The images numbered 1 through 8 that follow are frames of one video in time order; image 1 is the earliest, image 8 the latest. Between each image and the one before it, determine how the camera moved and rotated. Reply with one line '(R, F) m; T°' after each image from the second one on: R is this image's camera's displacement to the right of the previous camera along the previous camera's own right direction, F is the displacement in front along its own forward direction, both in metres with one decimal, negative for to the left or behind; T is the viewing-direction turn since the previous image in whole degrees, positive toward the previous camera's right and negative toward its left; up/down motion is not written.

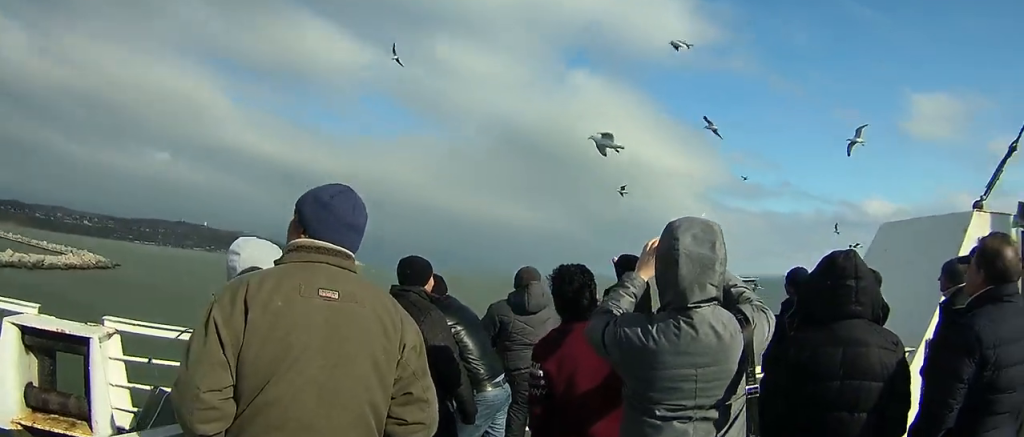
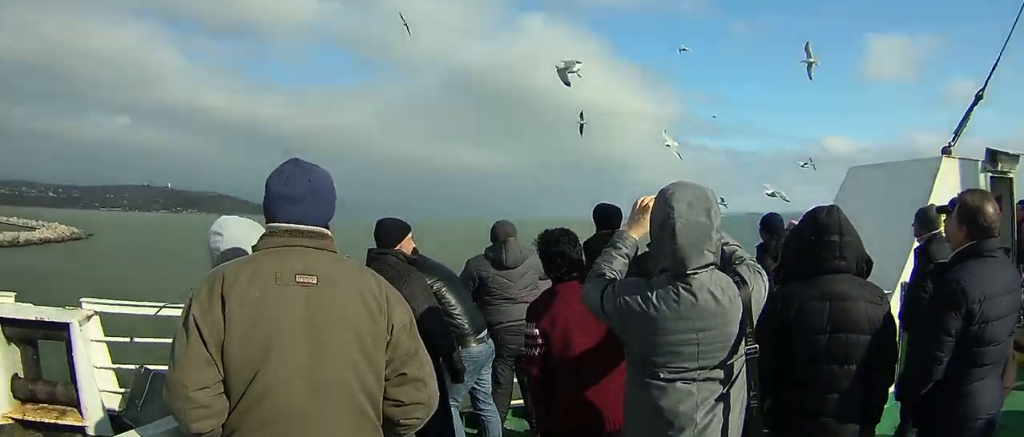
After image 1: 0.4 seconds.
(0.0, +1.8) m; -1°
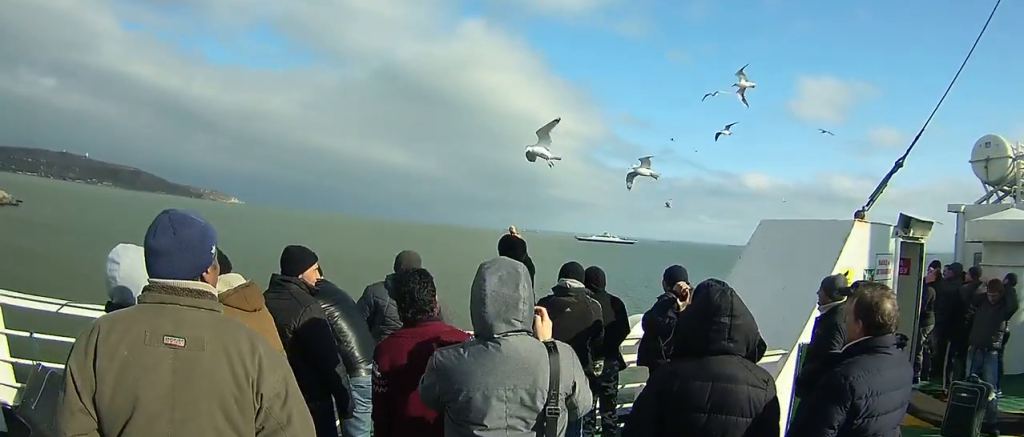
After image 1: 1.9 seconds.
(+0.1, +6.1) m; +1°
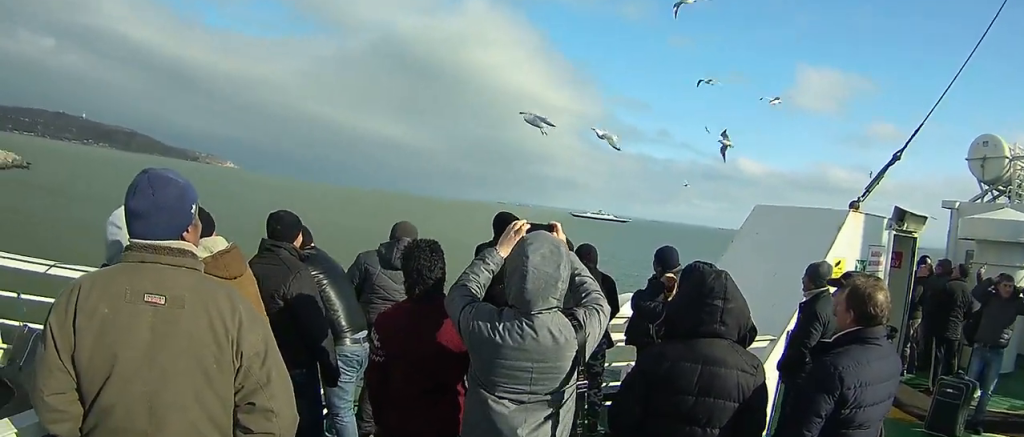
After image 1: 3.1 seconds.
(+0.1, +5.3) m; +1°
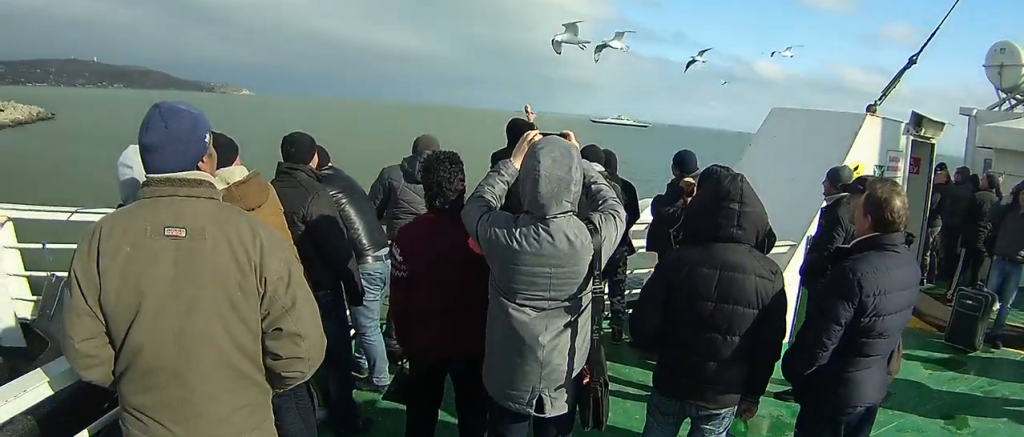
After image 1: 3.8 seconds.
(0.0, +2.9) m; +1°
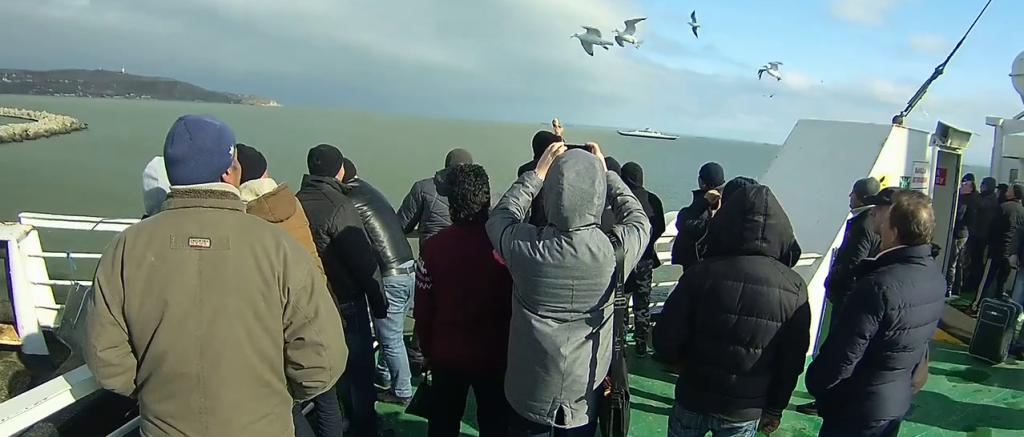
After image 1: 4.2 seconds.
(0.0, +2.0) m; 0°
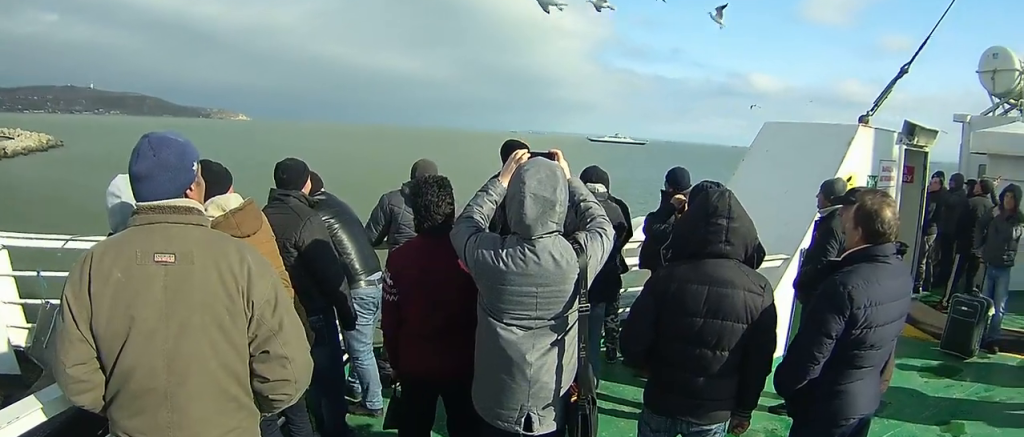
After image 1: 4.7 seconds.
(0.0, +2.2) m; 0°
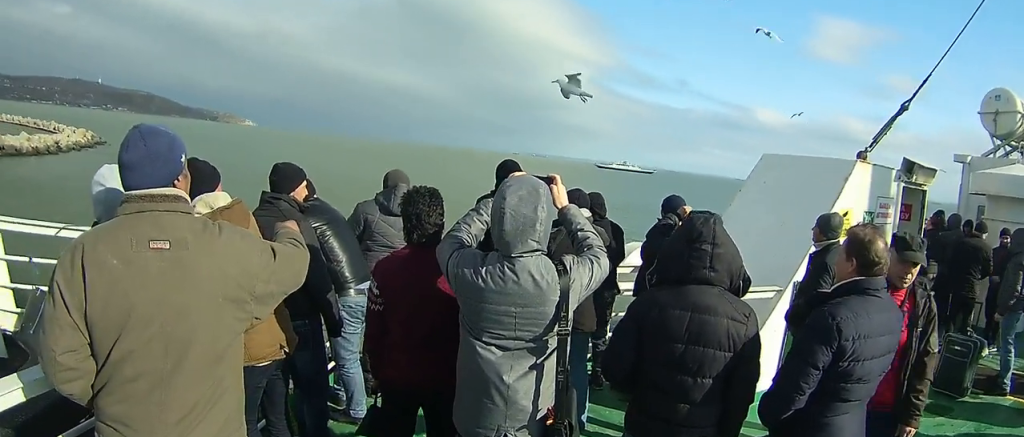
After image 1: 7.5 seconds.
(-0.2, +11.9) m; -3°
